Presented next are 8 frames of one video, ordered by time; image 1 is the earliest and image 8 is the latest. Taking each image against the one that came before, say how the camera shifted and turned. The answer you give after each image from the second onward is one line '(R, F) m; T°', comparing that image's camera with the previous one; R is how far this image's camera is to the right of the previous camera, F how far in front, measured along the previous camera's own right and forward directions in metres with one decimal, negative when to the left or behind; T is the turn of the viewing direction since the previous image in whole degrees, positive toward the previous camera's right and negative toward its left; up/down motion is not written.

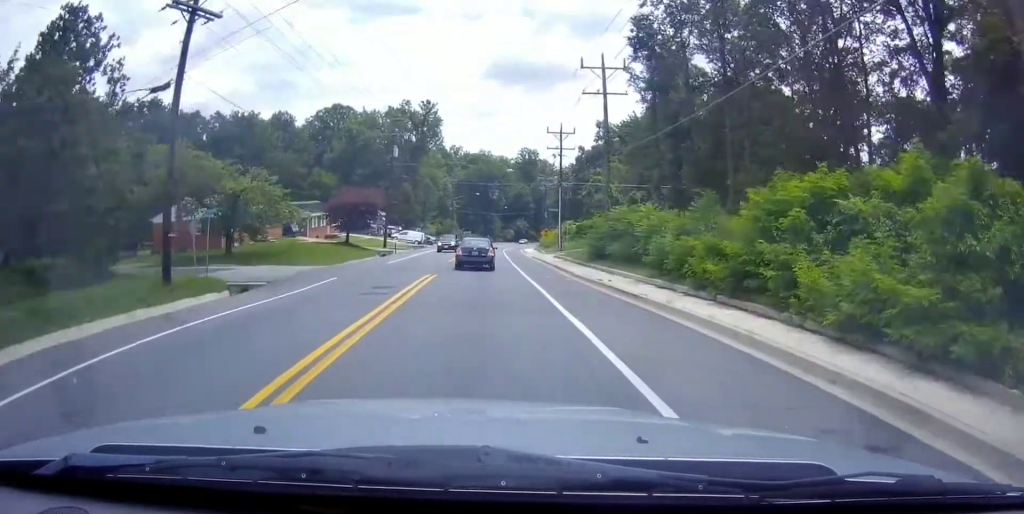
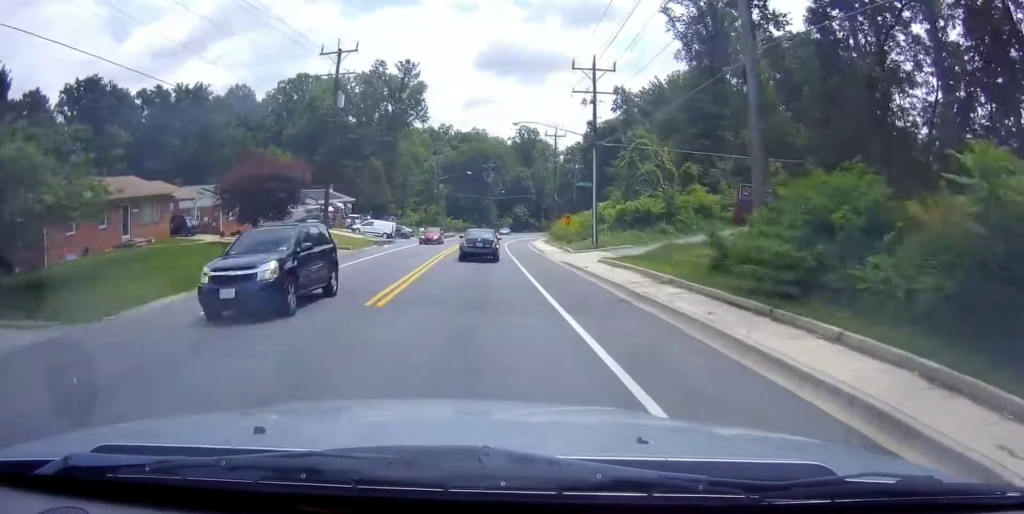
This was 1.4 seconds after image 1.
(+0.4, +23.2) m; -1°
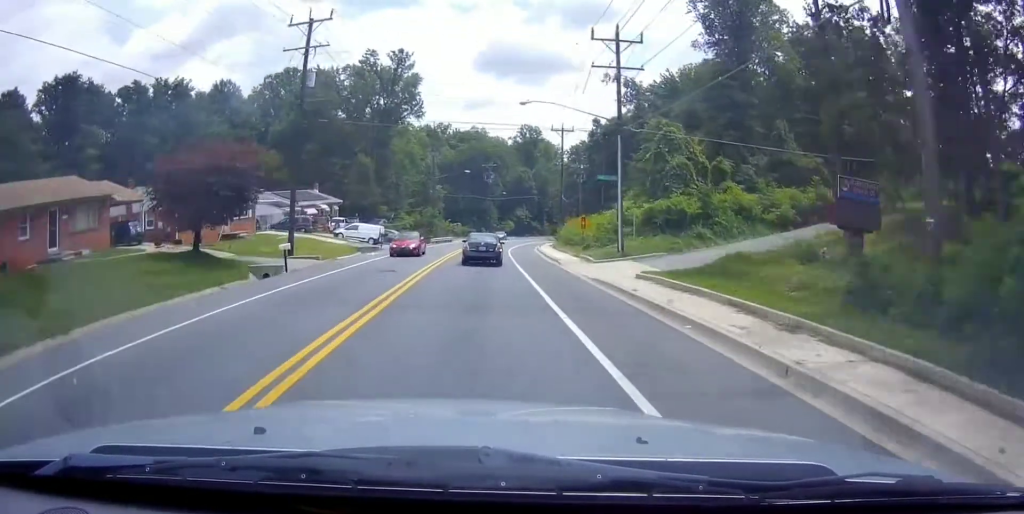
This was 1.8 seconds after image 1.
(-0.1, +7.5) m; -1°
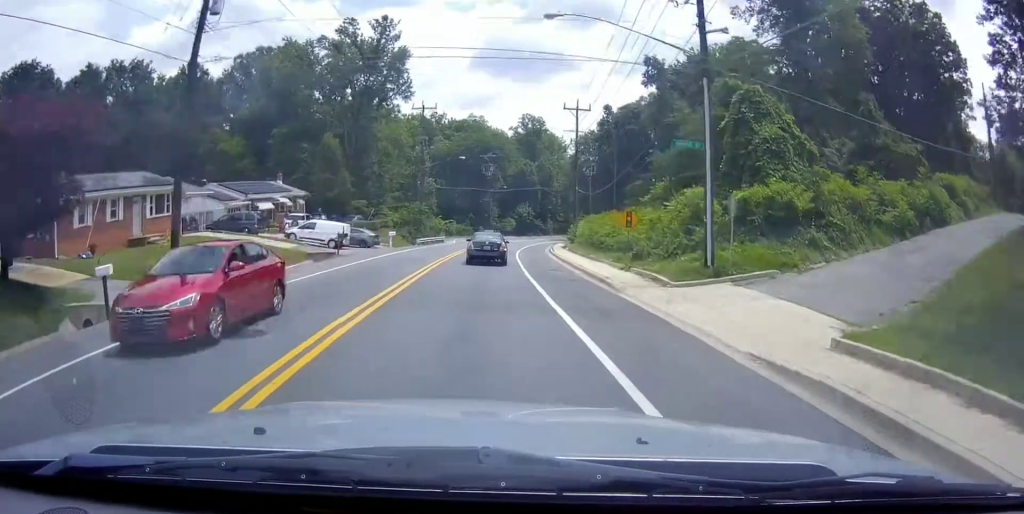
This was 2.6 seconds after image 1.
(-0.2, +13.7) m; 0°
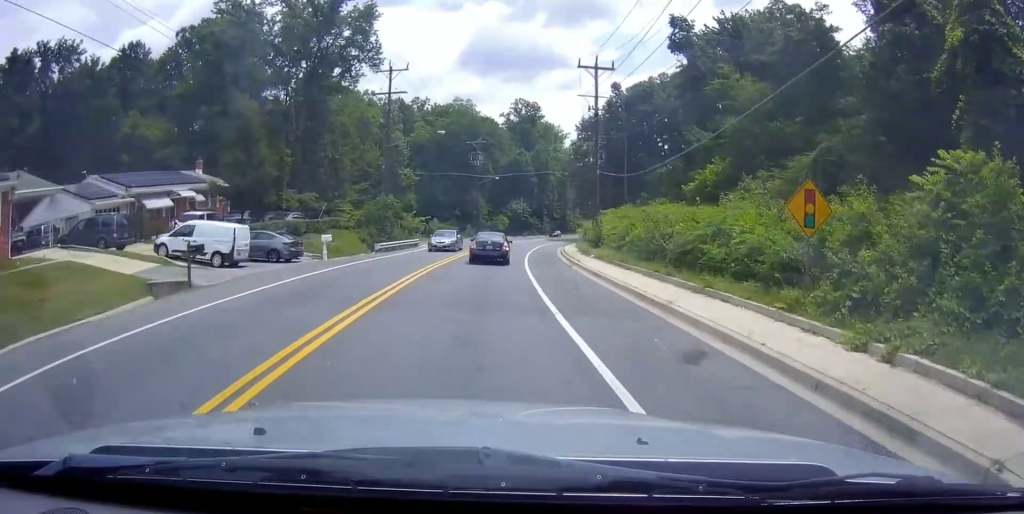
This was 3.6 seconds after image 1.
(+0.3, +17.0) m; +4°
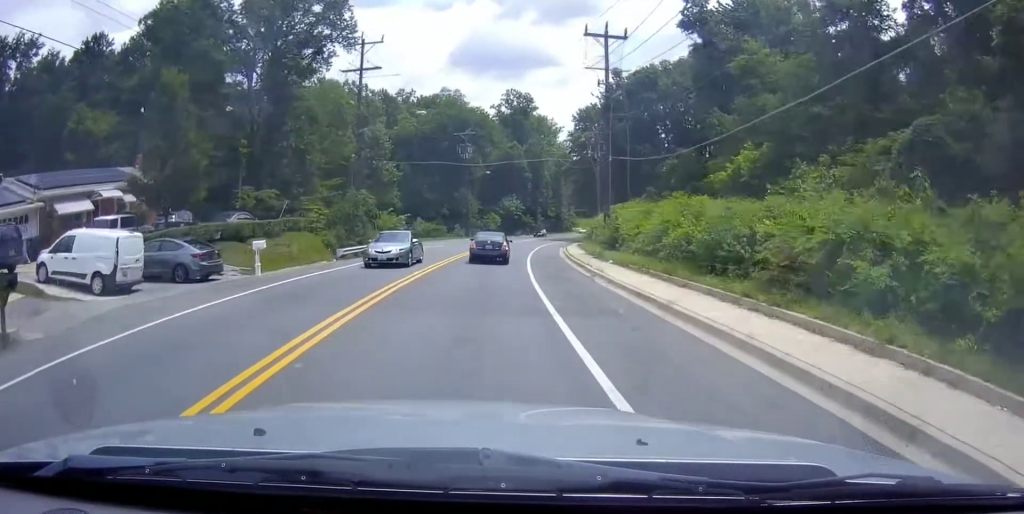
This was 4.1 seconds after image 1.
(0.0, +8.1) m; +3°
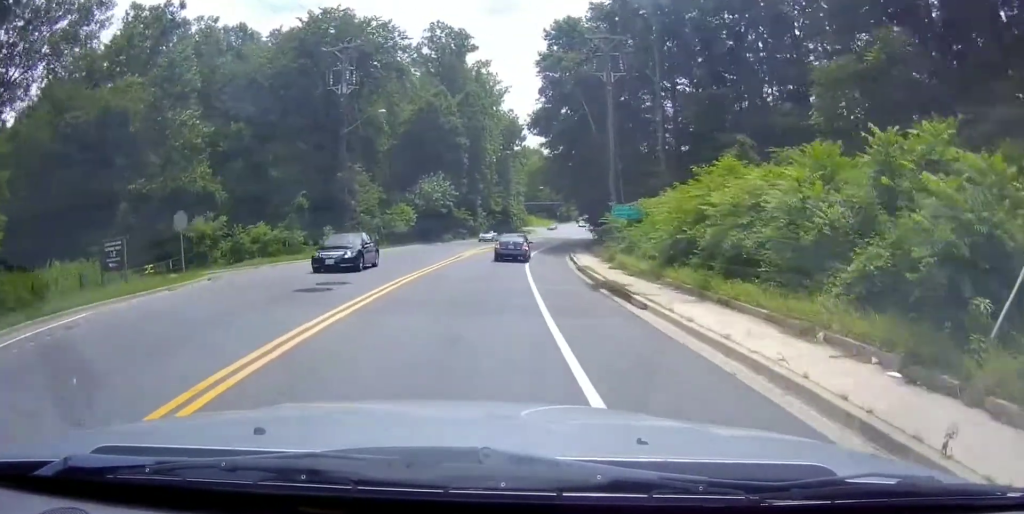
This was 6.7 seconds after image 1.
(+1.0, +43.1) m; +1°
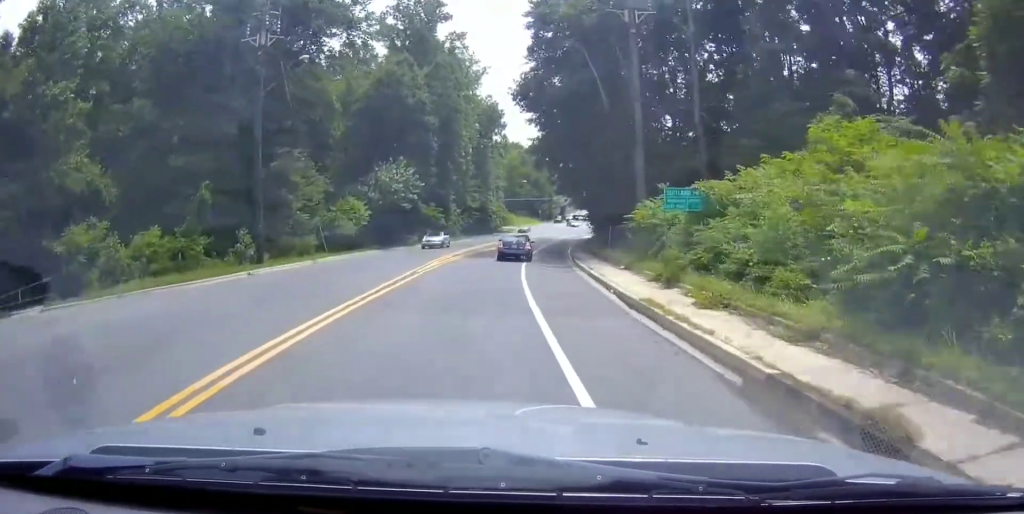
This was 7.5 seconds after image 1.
(0.0, +12.1) m; 0°
